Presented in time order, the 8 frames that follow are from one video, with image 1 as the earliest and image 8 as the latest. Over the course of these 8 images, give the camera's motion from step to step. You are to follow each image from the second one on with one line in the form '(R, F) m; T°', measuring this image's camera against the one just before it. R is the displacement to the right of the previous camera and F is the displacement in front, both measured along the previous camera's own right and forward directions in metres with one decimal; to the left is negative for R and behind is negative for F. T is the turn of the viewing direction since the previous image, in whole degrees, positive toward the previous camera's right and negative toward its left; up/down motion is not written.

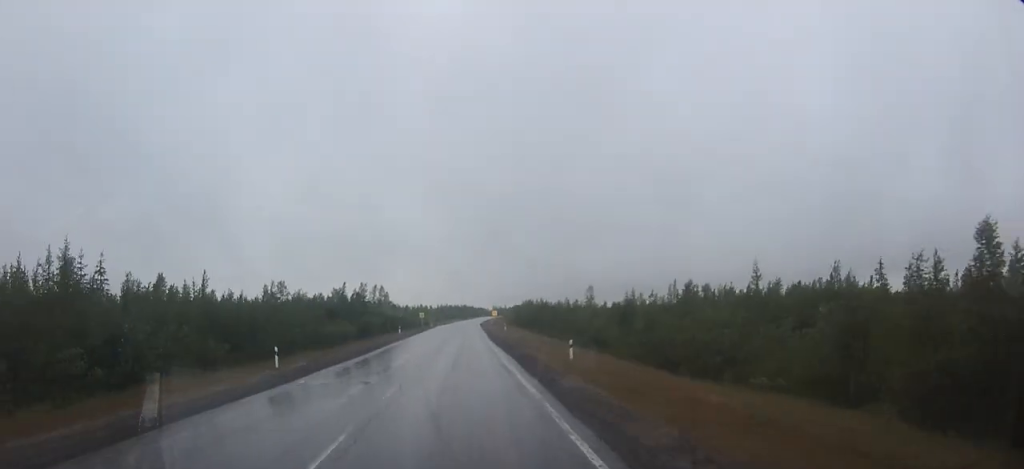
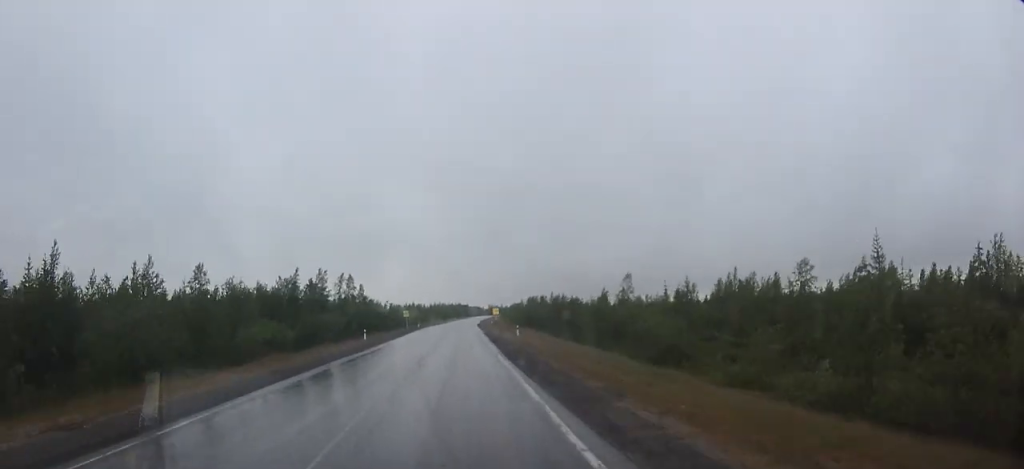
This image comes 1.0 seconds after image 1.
(+0.1, +23.7) m; 0°
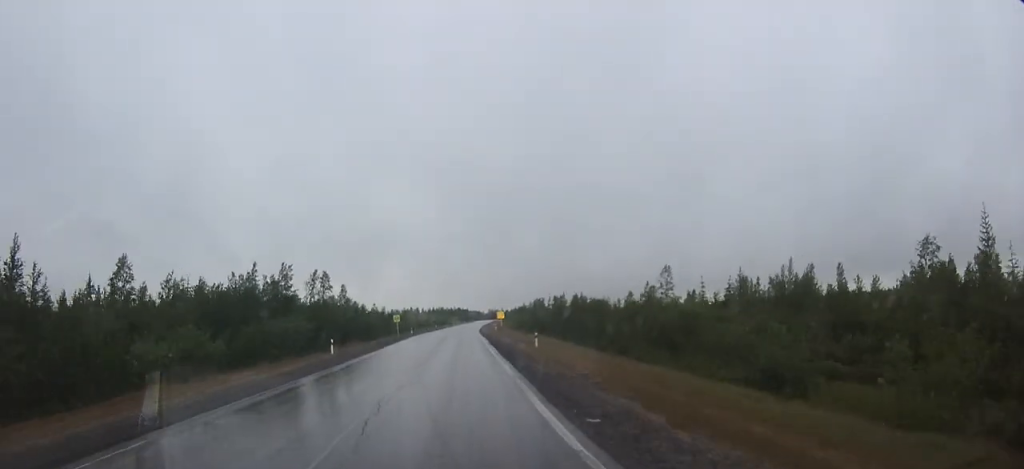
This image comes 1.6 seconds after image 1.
(0.0, +13.5) m; 0°
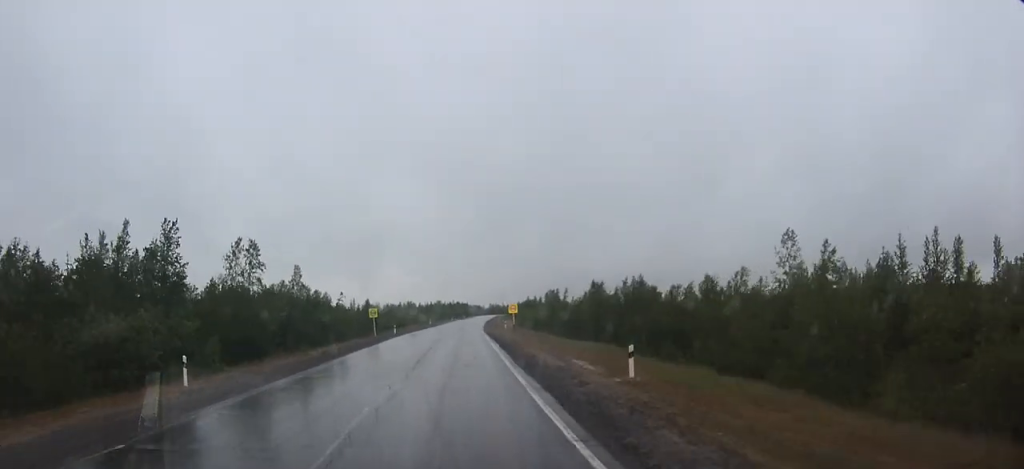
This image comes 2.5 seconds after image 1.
(+0.1, +22.1) m; 0°
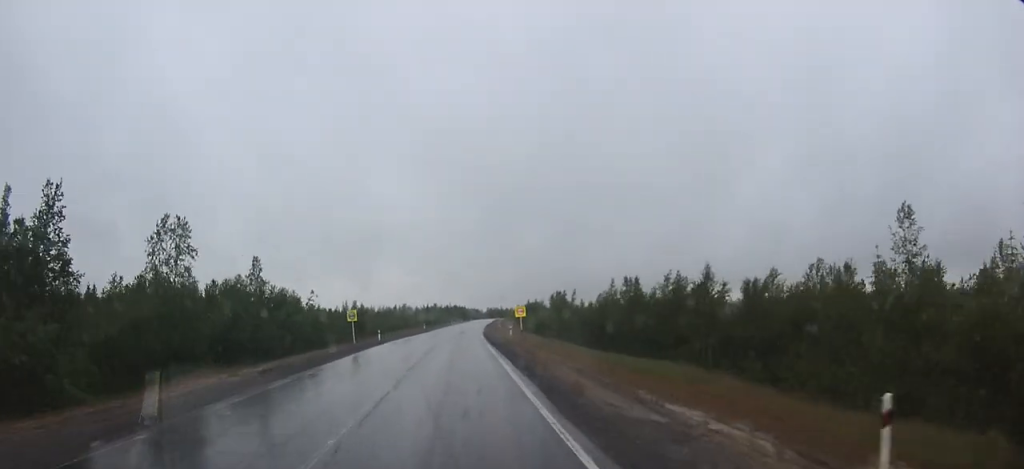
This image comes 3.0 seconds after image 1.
(0.0, +11.0) m; 0°
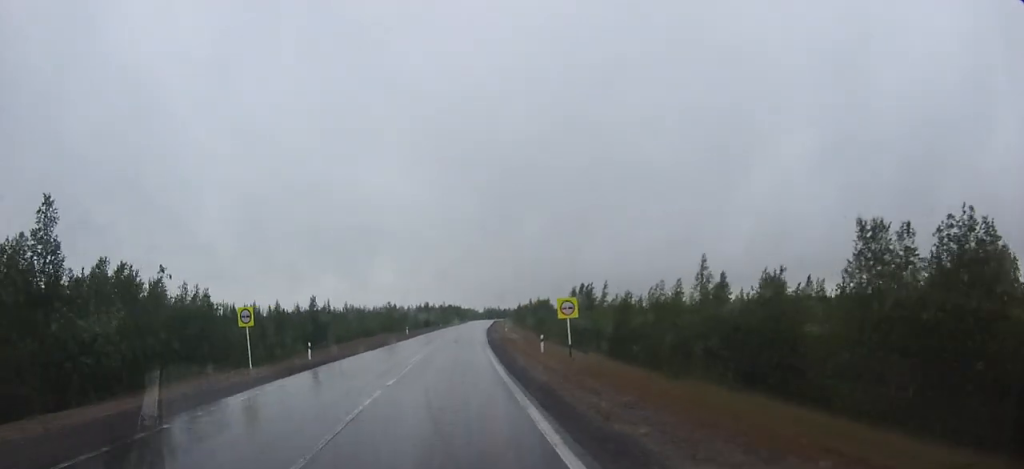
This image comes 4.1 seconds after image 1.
(+0.1, +25.9) m; +1°
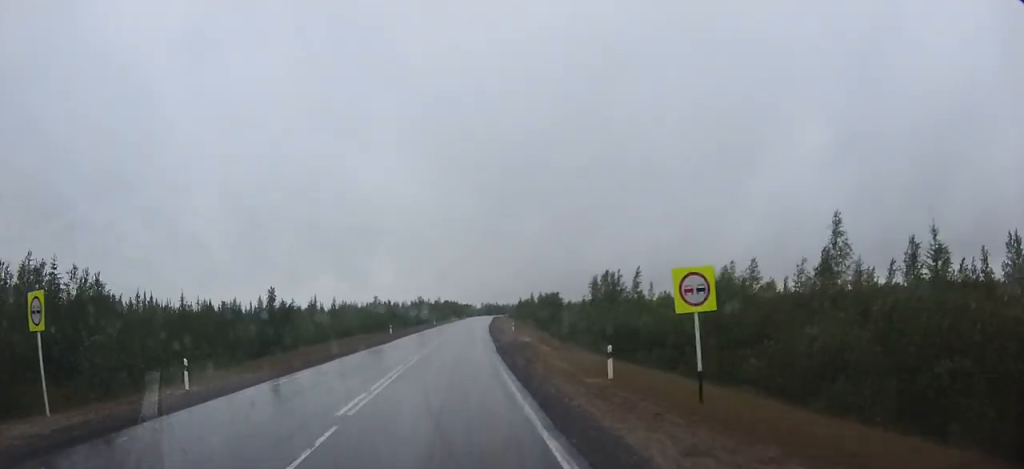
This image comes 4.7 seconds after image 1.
(+0.1, +15.7) m; 0°
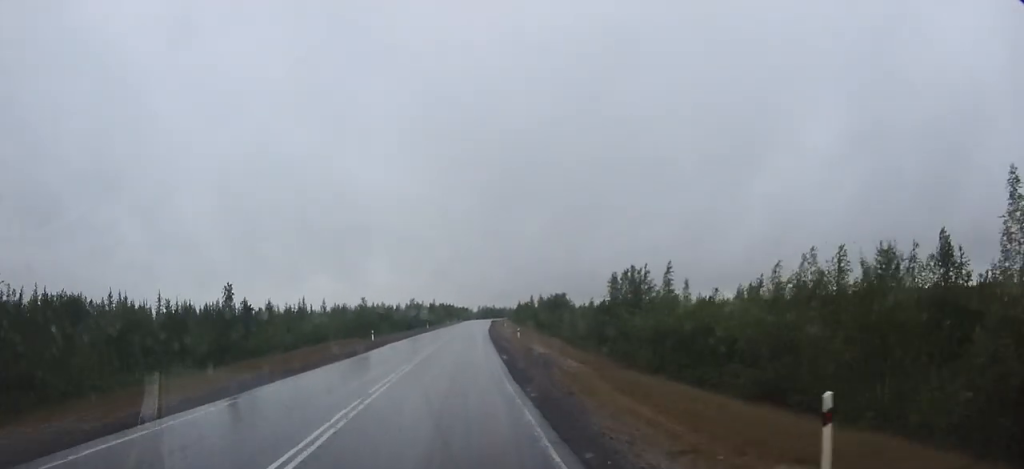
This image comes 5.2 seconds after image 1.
(0.0, +10.9) m; 0°
